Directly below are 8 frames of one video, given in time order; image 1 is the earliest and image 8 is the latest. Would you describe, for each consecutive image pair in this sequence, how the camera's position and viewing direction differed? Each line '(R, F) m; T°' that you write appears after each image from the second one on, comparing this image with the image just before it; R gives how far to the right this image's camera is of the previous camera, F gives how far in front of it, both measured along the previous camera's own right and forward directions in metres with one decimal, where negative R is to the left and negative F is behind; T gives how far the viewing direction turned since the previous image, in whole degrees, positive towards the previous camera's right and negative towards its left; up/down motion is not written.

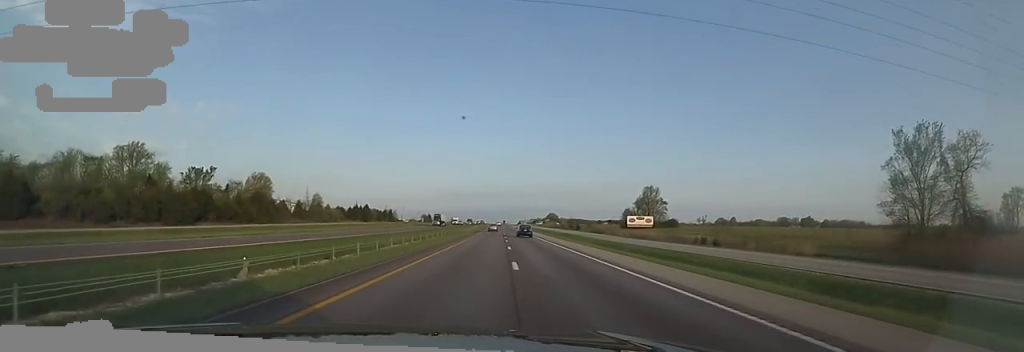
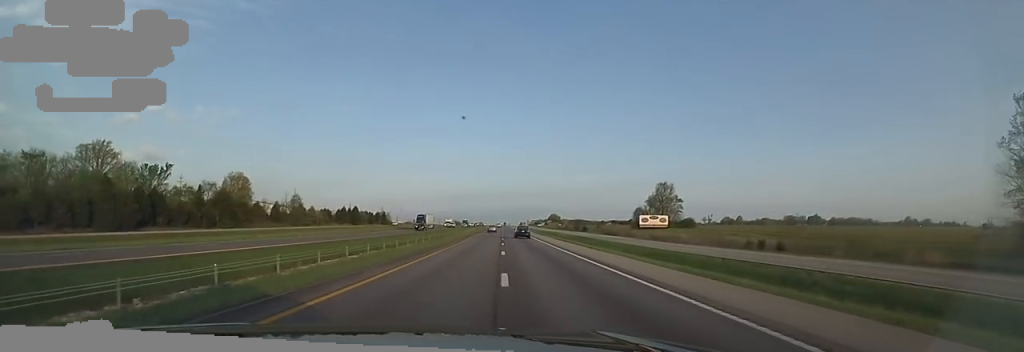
(0.0, +16.5) m; 0°
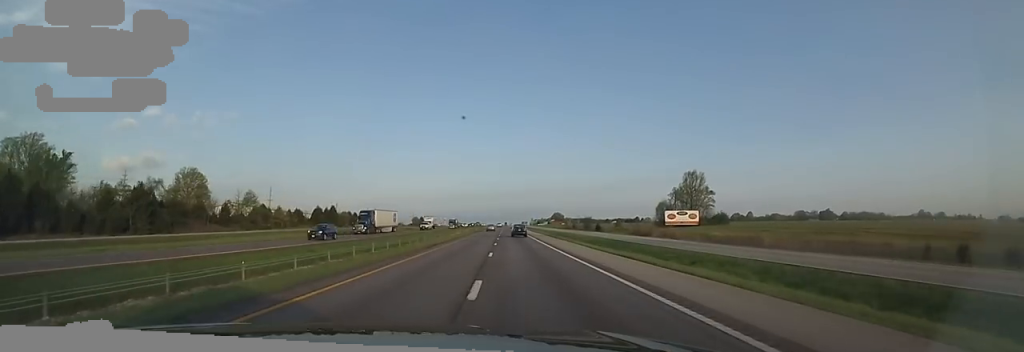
(0.0, +26.9) m; -1°
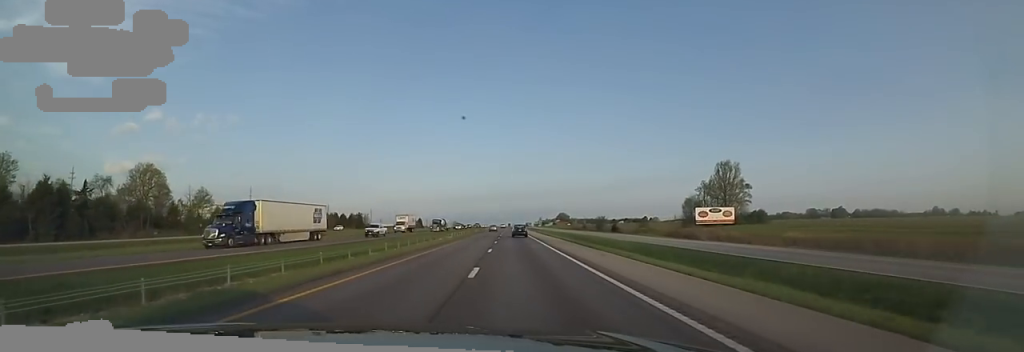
(-0.6, +20.5) m; 0°
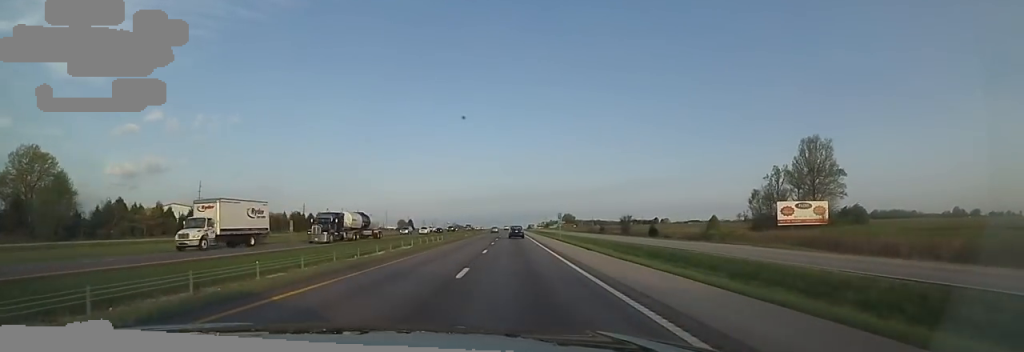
(+0.6, +35.2) m; 0°
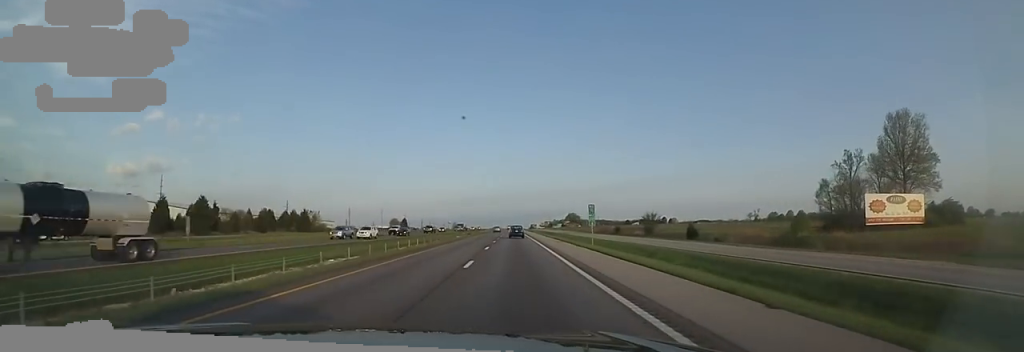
(-0.2, +20.7) m; -1°
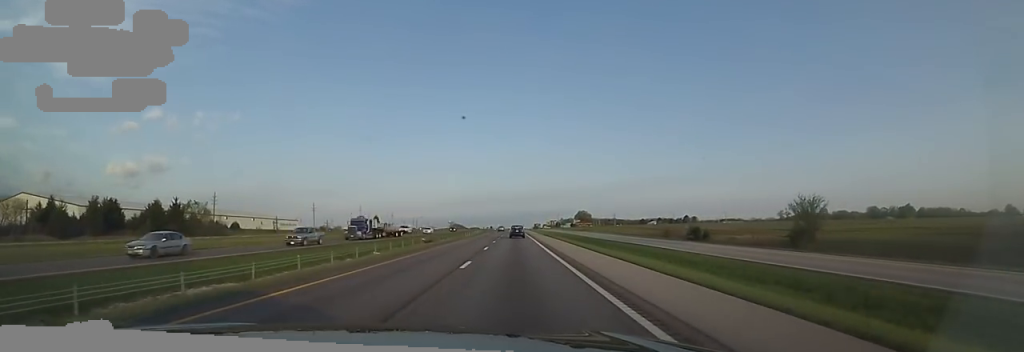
(-2.0, +59.6) m; -4°
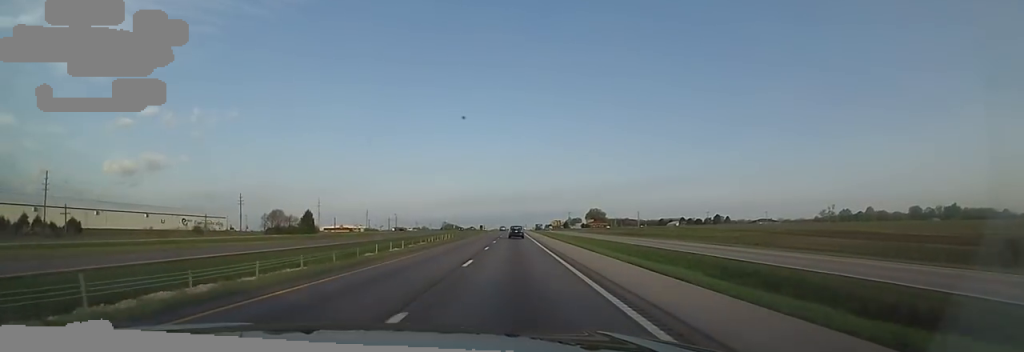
(+1.4, +72.4) m; +3°
